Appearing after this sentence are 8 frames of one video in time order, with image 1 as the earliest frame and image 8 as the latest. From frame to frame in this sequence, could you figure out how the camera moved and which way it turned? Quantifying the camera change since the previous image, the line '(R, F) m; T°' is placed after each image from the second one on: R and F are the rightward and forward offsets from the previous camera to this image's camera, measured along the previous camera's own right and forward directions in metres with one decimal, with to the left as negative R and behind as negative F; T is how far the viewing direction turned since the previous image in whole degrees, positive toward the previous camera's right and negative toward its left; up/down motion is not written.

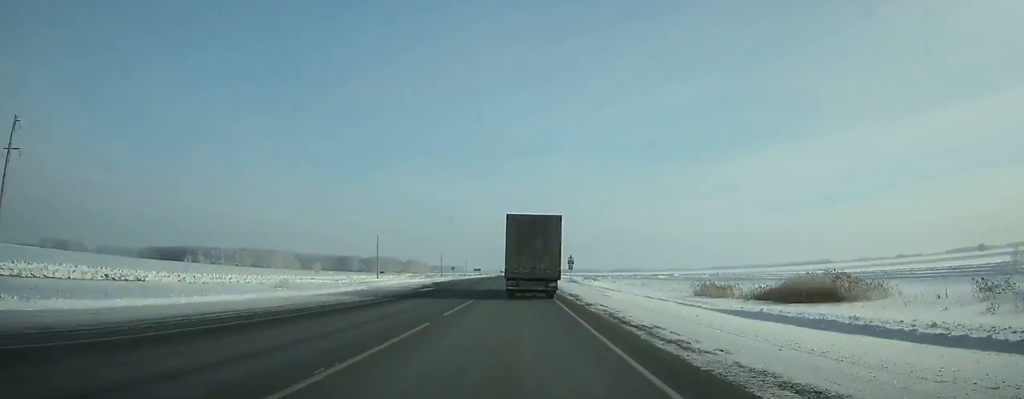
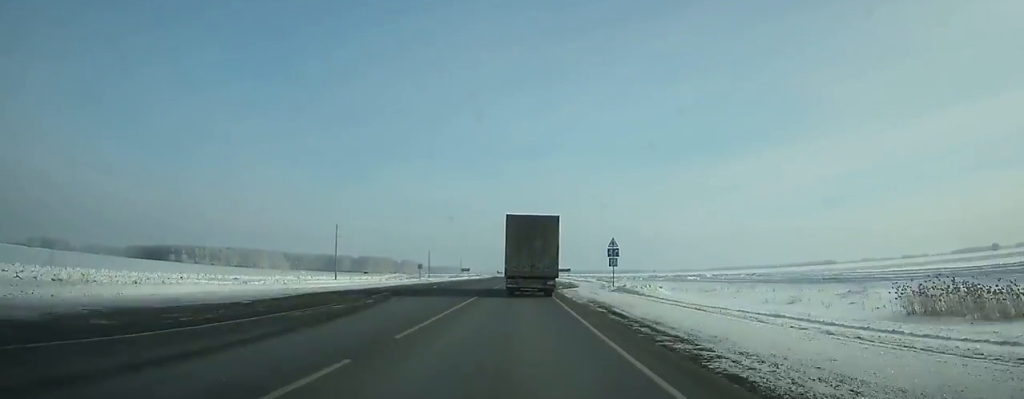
(0.0, +41.7) m; 0°
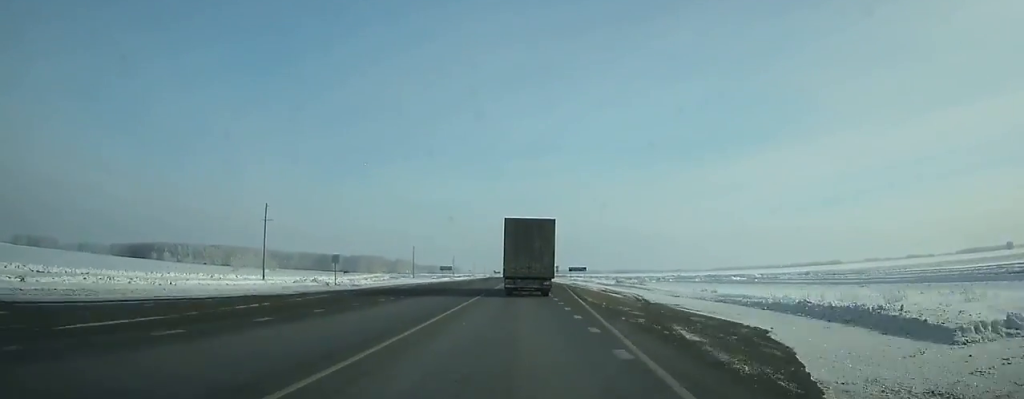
(+0.1, +41.5) m; 0°
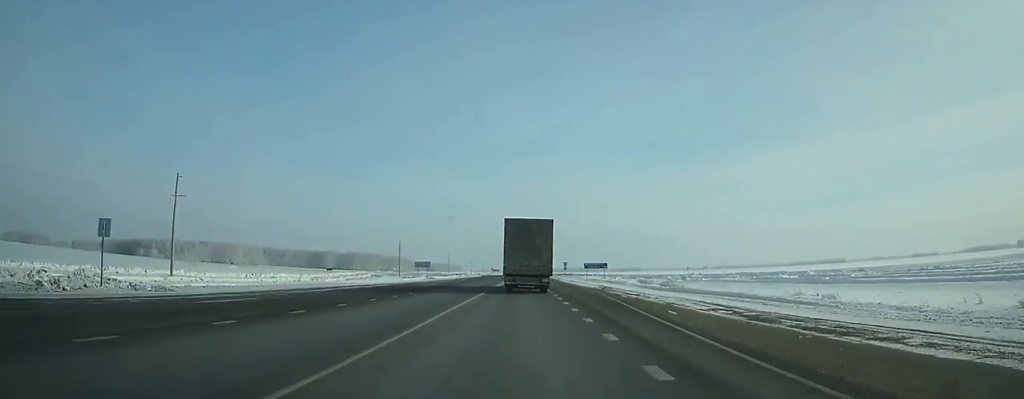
(-0.1, +29.8) m; 0°
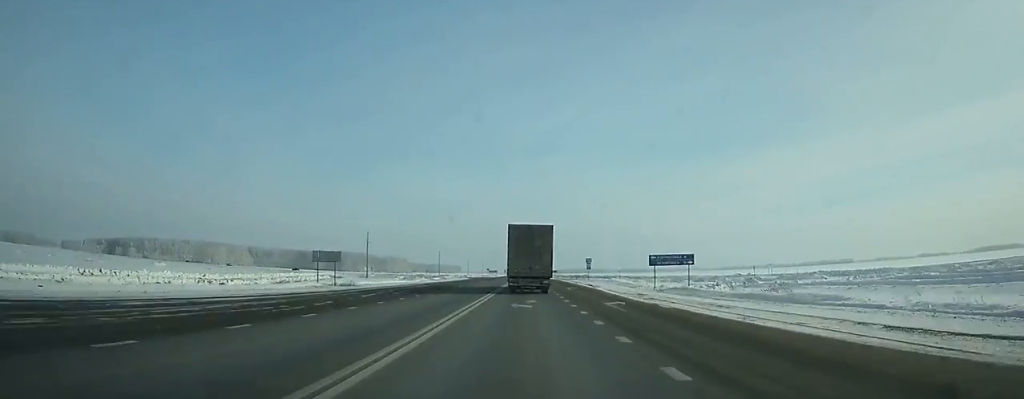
(-0.1, +48.2) m; 0°
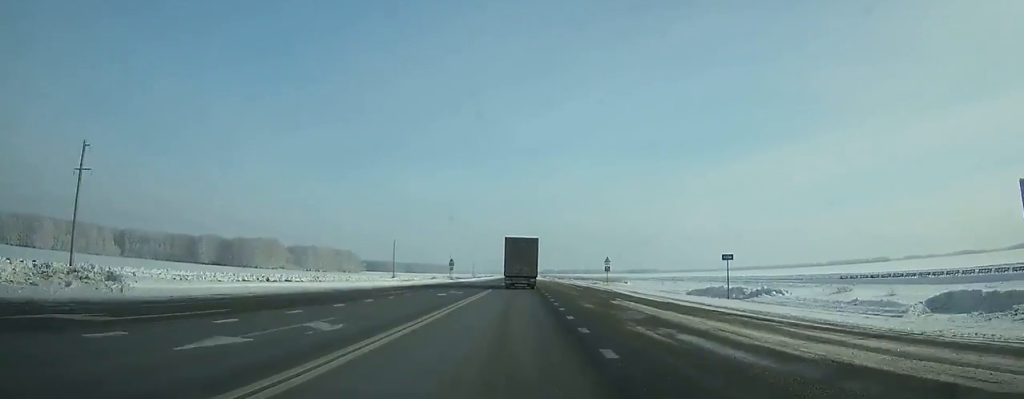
(+0.8, +264.7) m; 0°
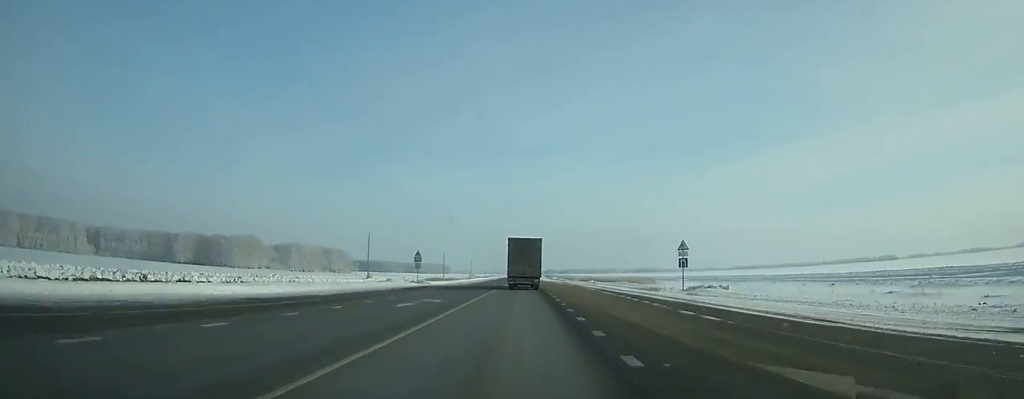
(-0.1, +37.2) m; 0°
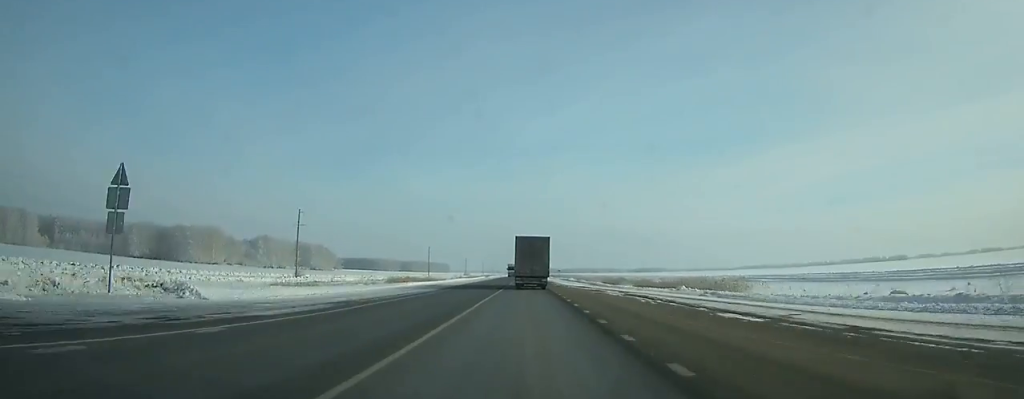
(-0.2, +57.7) m; 0°
